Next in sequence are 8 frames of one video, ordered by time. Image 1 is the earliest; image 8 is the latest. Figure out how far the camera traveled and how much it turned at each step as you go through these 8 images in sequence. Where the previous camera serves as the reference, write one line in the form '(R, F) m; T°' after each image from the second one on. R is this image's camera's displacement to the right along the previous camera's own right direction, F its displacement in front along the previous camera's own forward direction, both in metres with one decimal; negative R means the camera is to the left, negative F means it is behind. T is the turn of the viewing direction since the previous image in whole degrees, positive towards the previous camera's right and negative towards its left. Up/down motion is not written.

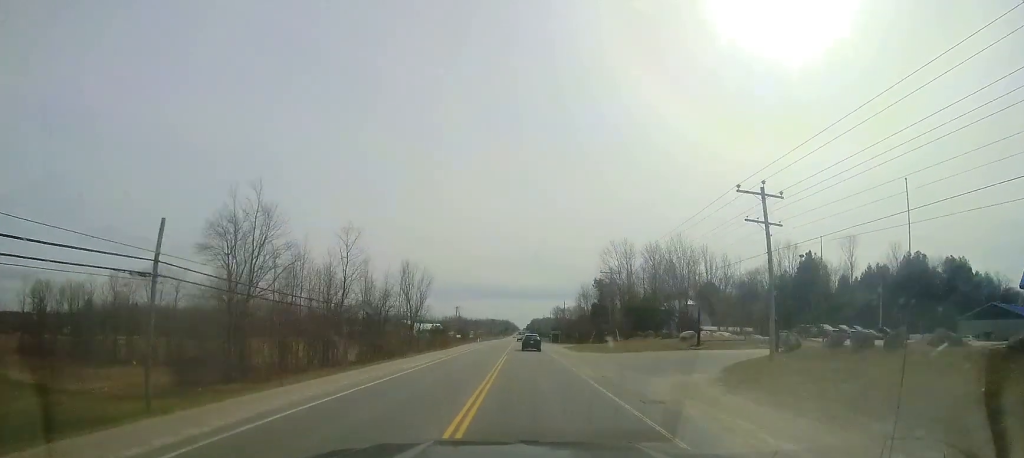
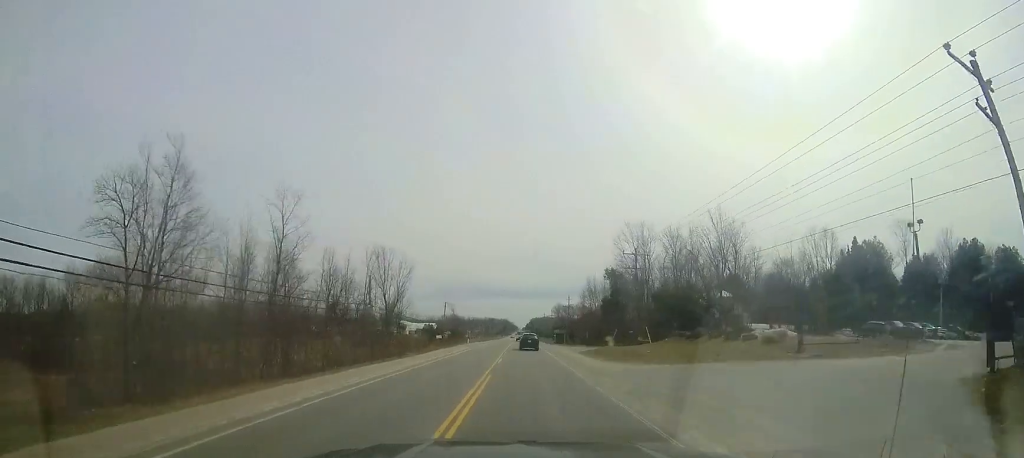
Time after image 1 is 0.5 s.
(-0.1, +12.1) m; 0°
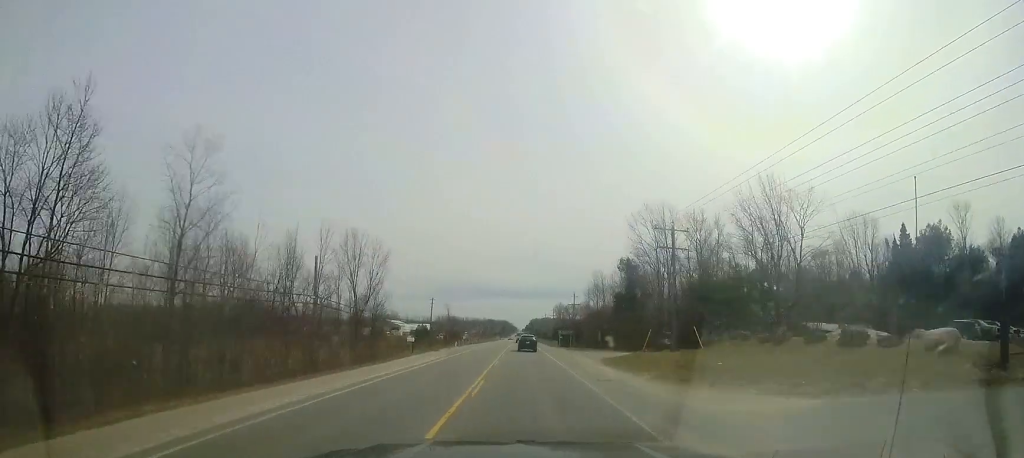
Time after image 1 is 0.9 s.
(0.0, +10.4) m; 0°
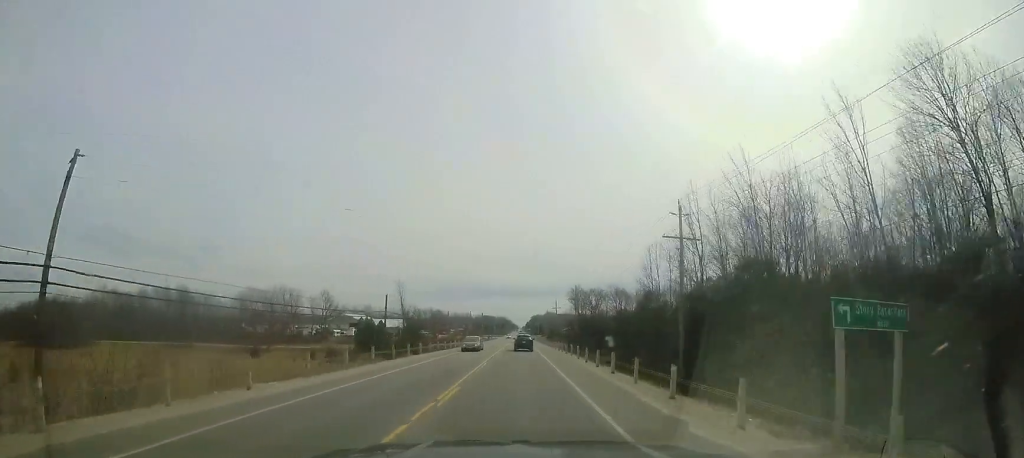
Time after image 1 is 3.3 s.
(+0.3, +57.3) m; 0°
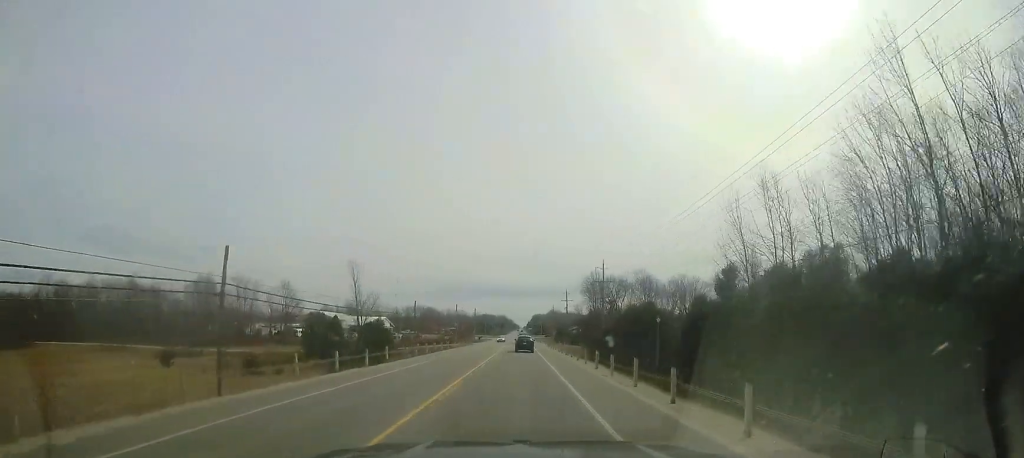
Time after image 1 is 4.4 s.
(0.0, +25.9) m; 0°
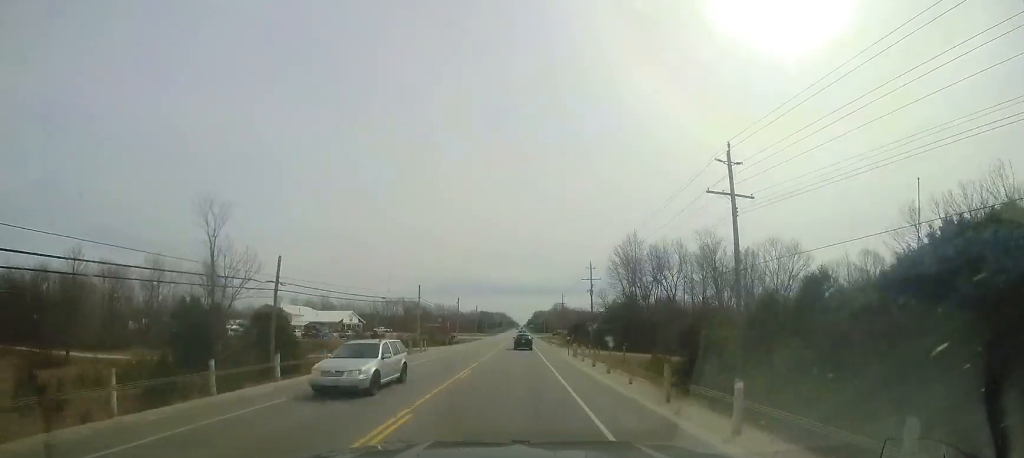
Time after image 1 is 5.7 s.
(-0.2, +32.5) m; 0°
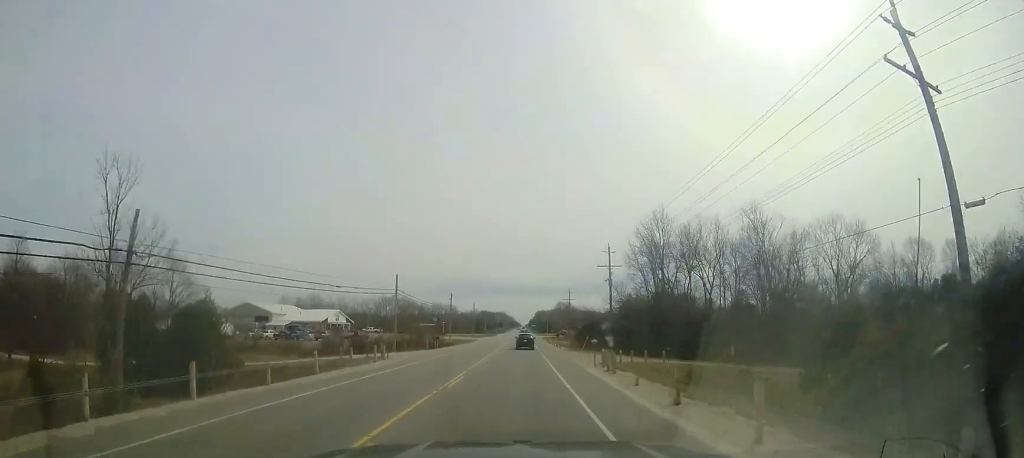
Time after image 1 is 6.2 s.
(0.0, +11.4) m; 0°
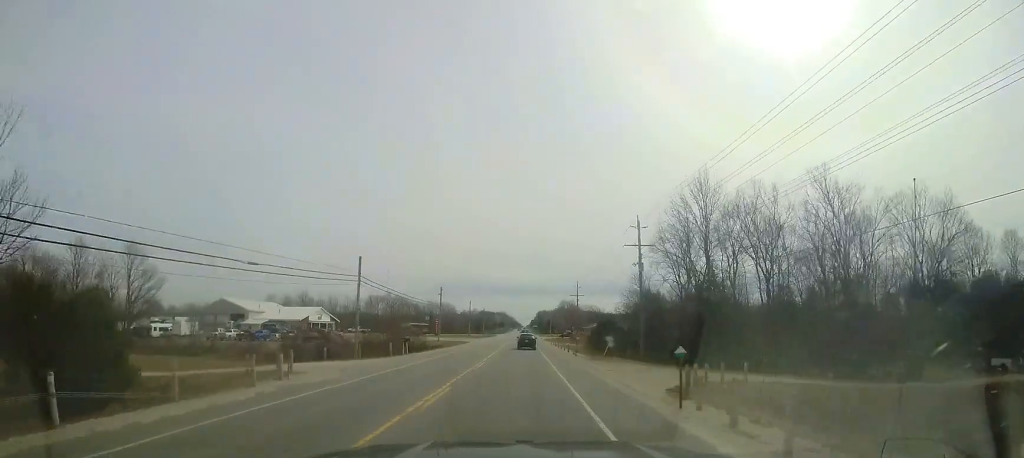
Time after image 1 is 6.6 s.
(0.0, +11.4) m; 0°
